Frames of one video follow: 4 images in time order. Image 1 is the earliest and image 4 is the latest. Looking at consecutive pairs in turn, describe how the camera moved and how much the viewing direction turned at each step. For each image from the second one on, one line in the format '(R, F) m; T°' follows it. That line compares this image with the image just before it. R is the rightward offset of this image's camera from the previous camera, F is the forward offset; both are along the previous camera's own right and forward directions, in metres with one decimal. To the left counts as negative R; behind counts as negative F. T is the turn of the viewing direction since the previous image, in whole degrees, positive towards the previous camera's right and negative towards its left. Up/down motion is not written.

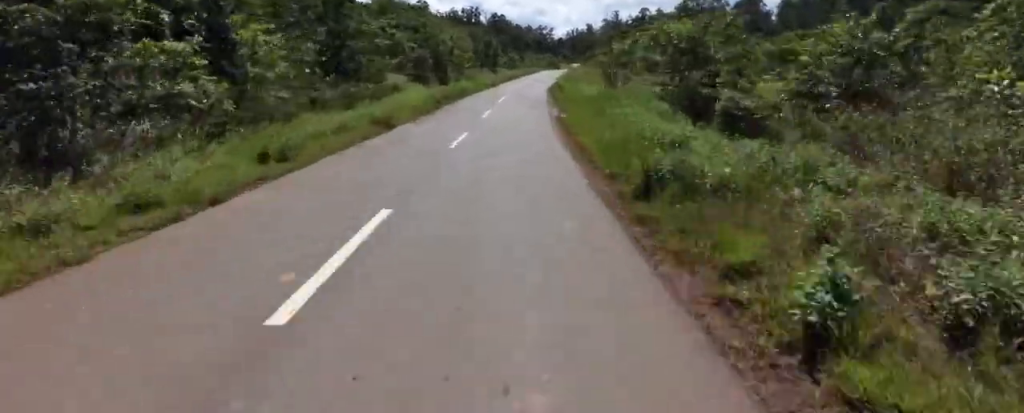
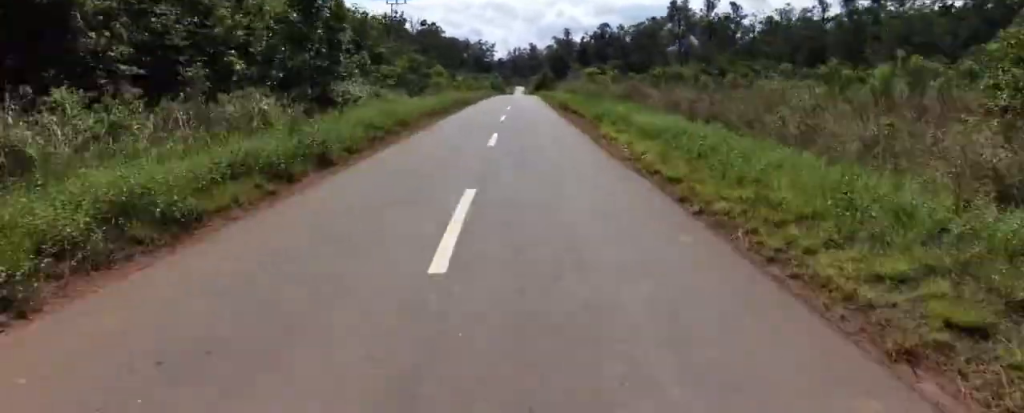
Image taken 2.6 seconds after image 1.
(-2.3, +45.5) m; 0°
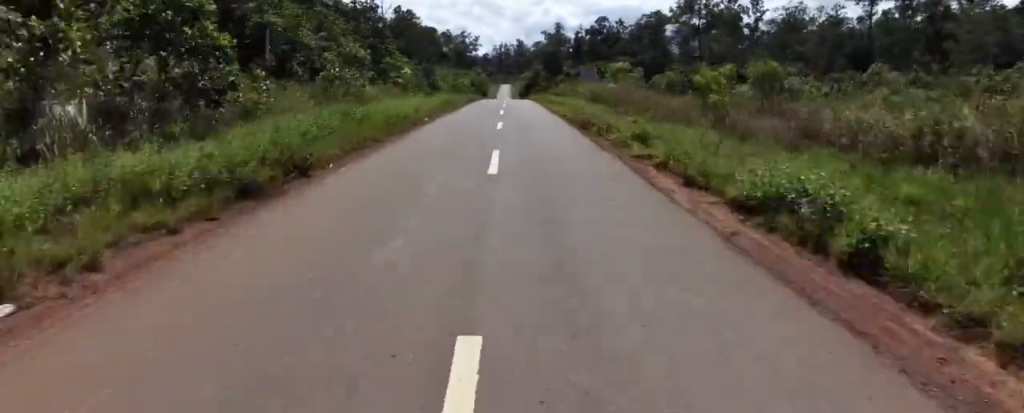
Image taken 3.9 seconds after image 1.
(+0.7, +28.1) m; +5°
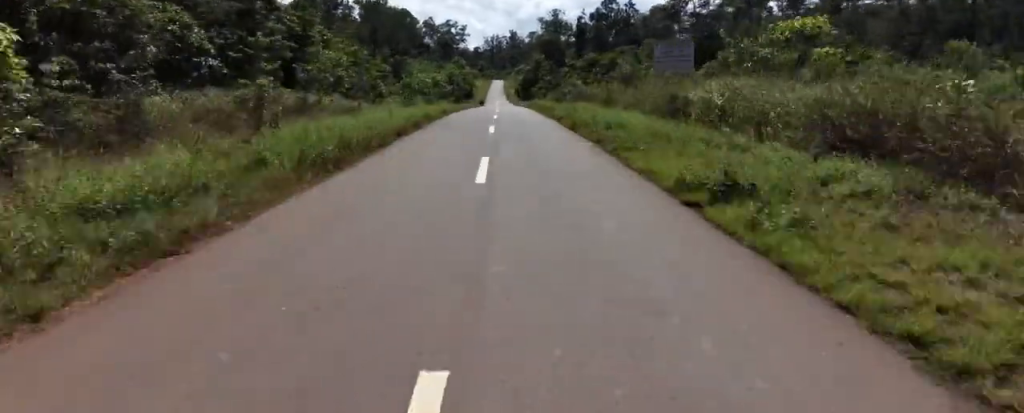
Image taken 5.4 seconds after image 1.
(+0.6, +33.0) m; 0°
